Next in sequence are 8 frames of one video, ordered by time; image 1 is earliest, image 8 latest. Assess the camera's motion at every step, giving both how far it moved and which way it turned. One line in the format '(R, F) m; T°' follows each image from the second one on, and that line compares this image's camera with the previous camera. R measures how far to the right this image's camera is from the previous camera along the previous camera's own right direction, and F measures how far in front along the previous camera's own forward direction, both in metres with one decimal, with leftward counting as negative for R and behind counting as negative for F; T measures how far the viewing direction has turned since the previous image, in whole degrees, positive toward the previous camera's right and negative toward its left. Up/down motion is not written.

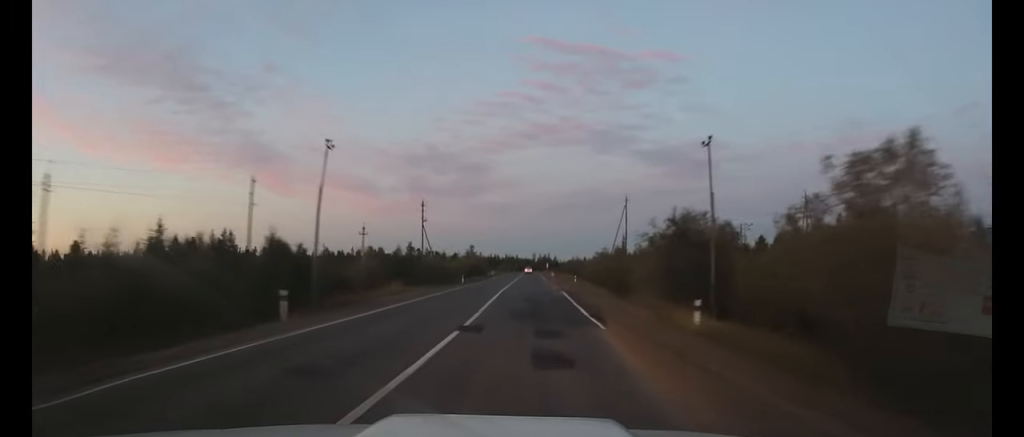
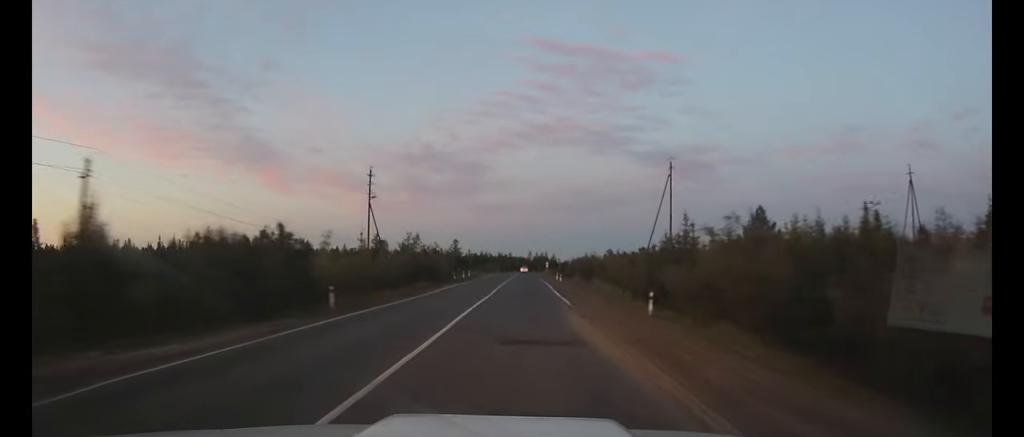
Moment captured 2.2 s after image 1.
(+0.1, +44.3) m; 0°
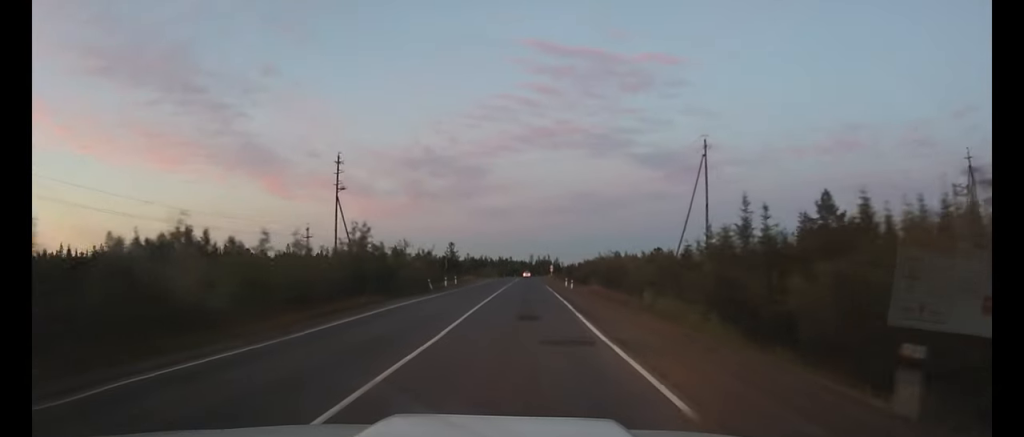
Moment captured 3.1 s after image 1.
(0.0, +17.5) m; 0°
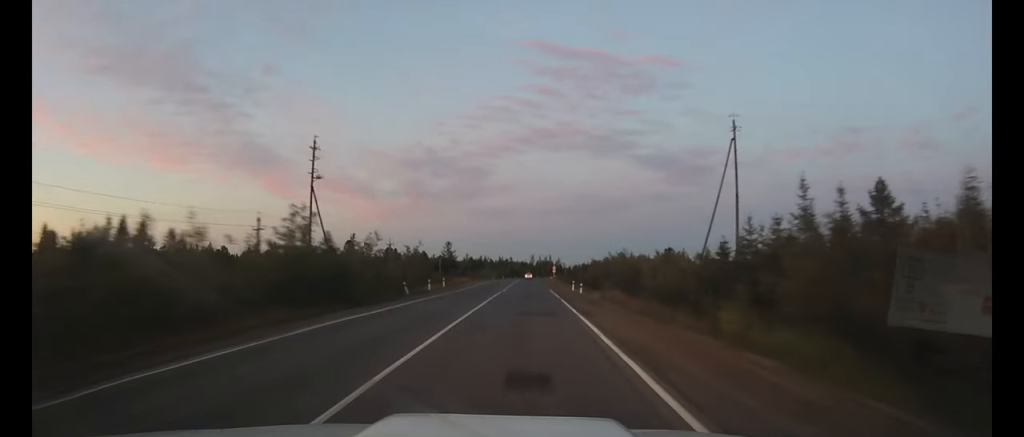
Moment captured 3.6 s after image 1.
(0.0, +10.1) m; 0°
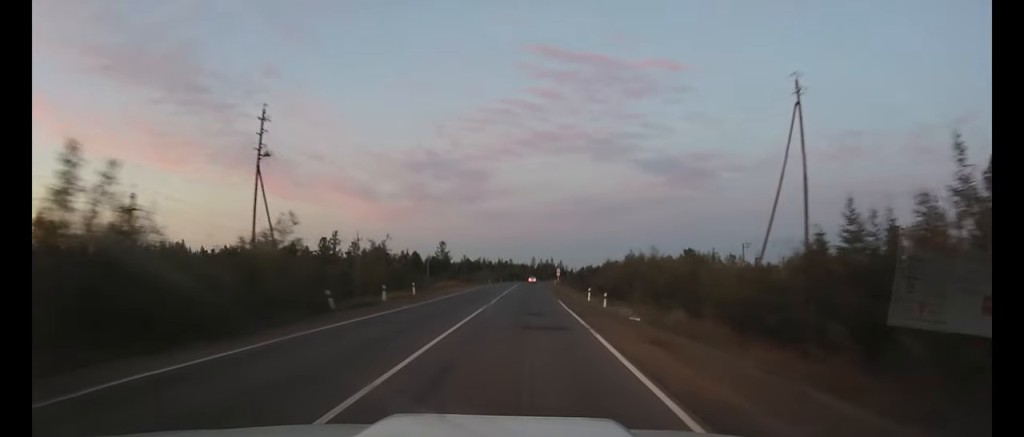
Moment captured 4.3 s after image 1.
(0.0, +15.6) m; 0°
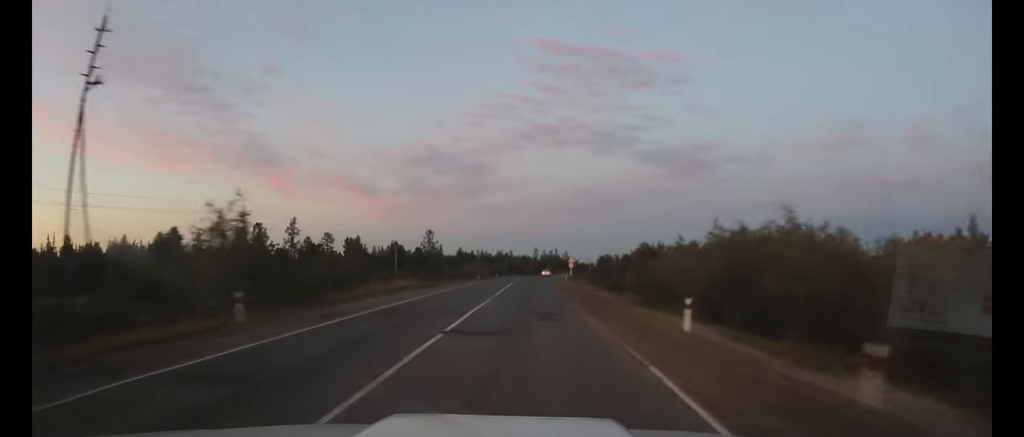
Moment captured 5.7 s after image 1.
(0.0, +27.2) m; 0°
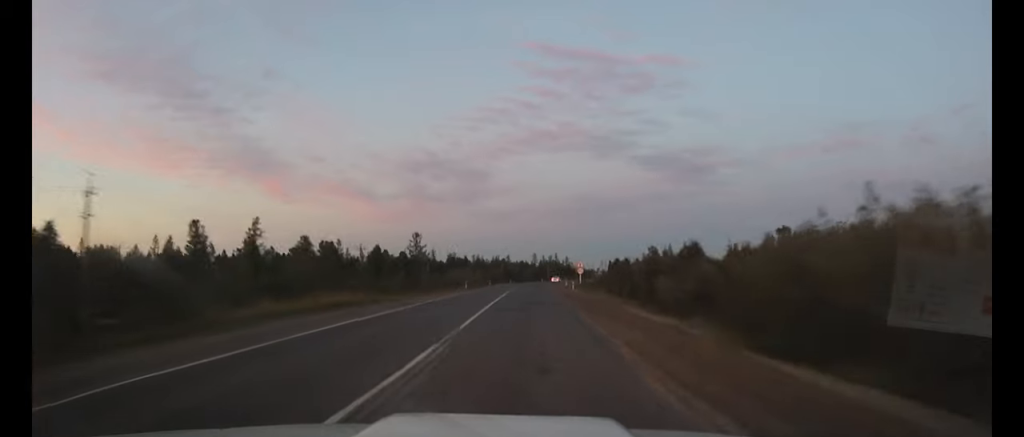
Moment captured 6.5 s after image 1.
(0.0, +16.4) m; 0°
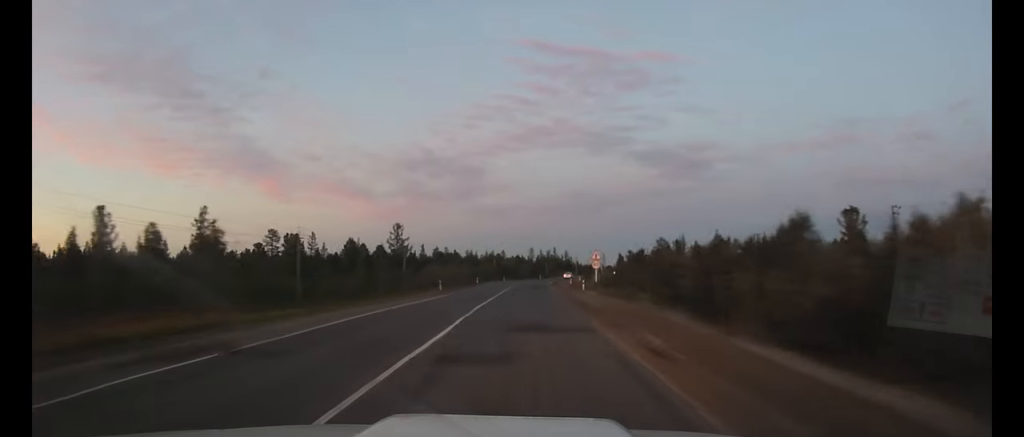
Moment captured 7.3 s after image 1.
(0.0, +17.0) m; 0°
